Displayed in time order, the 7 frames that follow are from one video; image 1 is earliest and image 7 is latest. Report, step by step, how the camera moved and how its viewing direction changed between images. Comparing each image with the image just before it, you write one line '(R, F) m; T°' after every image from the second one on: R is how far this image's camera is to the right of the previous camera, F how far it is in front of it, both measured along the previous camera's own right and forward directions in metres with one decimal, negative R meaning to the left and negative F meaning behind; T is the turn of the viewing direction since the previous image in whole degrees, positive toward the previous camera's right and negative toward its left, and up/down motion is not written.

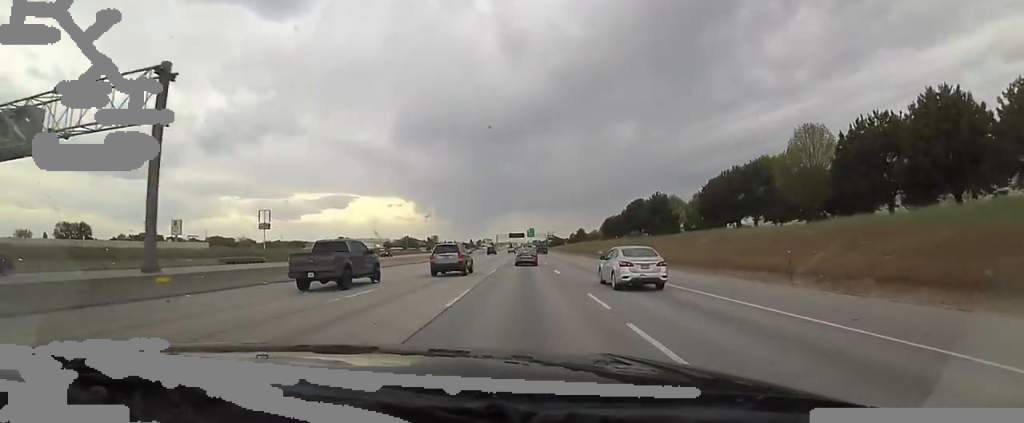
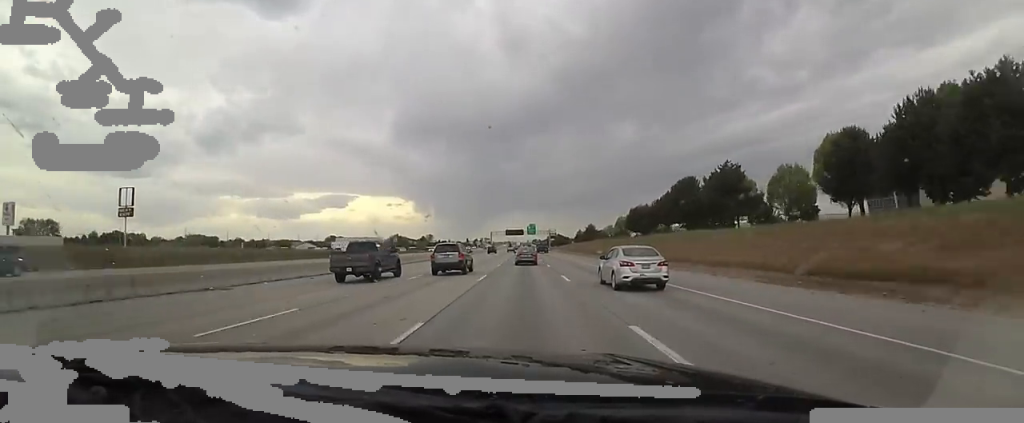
(0.0, +36.1) m; 0°
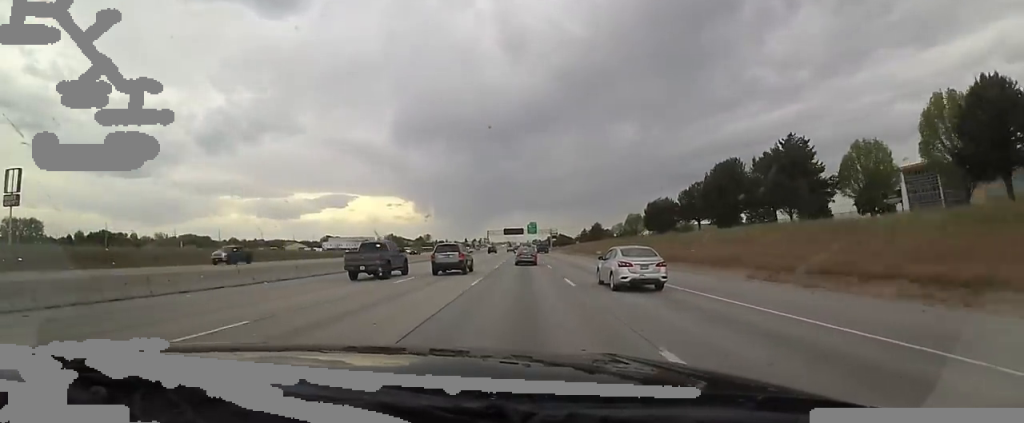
(0.0, +17.3) m; 0°
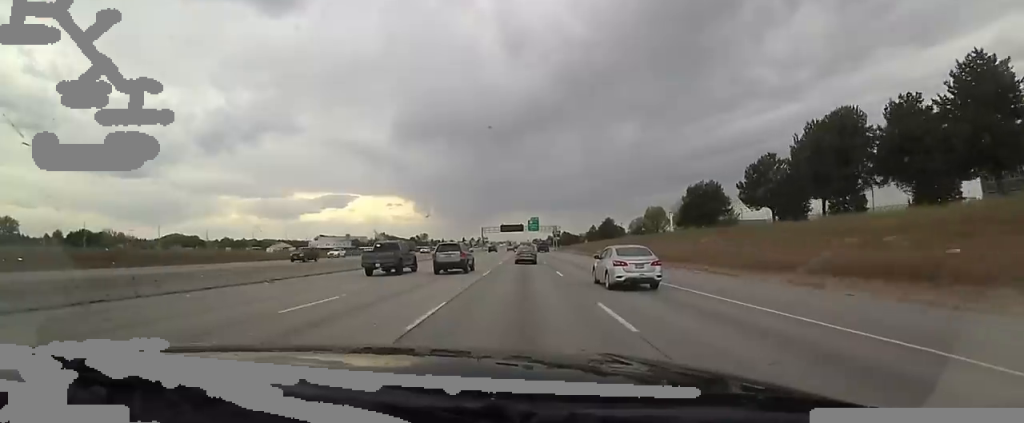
(0.0, +26.5) m; 0°
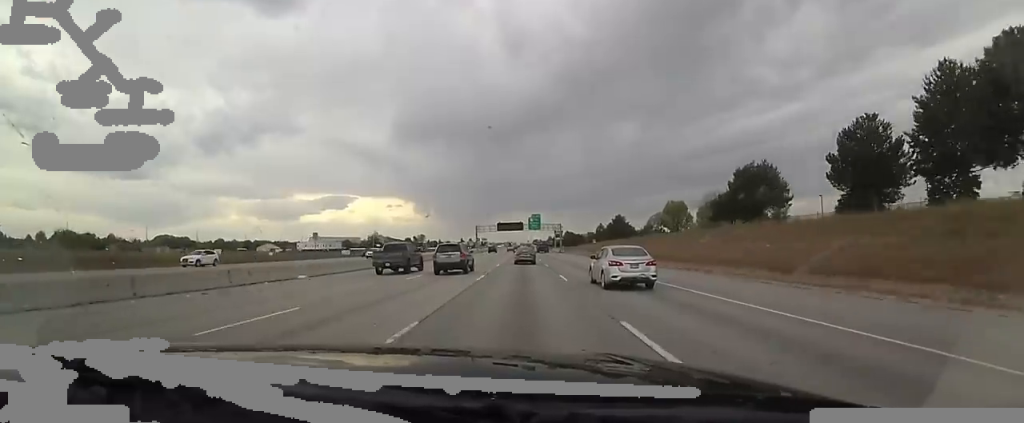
(0.0, +19.0) m; 0°
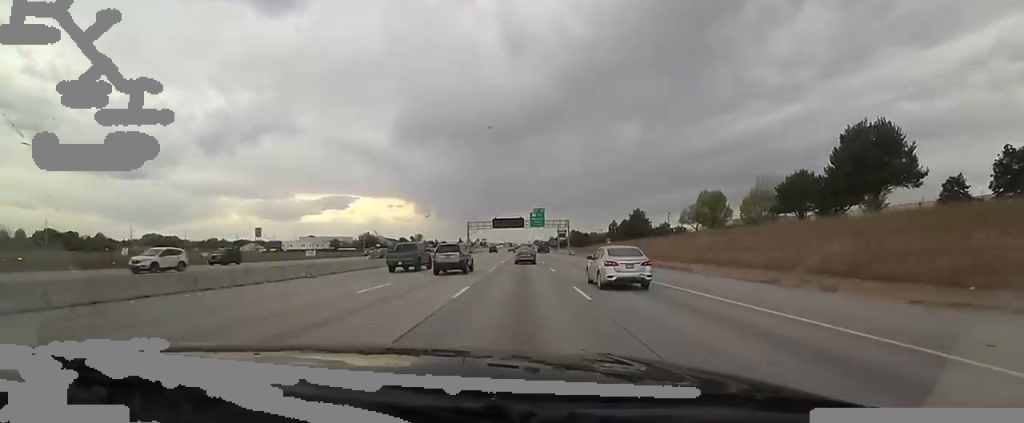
(0.0, +22.9) m; 0°
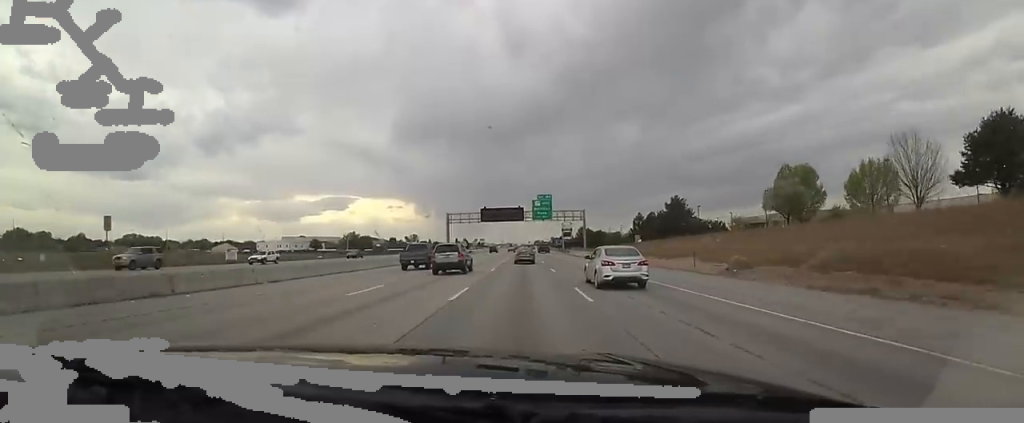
(0.0, +31.6) m; 0°
